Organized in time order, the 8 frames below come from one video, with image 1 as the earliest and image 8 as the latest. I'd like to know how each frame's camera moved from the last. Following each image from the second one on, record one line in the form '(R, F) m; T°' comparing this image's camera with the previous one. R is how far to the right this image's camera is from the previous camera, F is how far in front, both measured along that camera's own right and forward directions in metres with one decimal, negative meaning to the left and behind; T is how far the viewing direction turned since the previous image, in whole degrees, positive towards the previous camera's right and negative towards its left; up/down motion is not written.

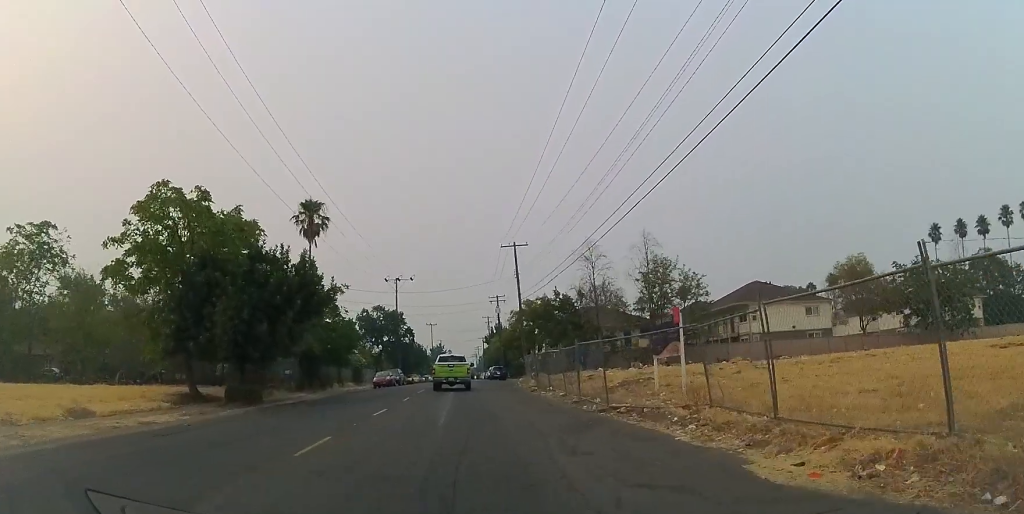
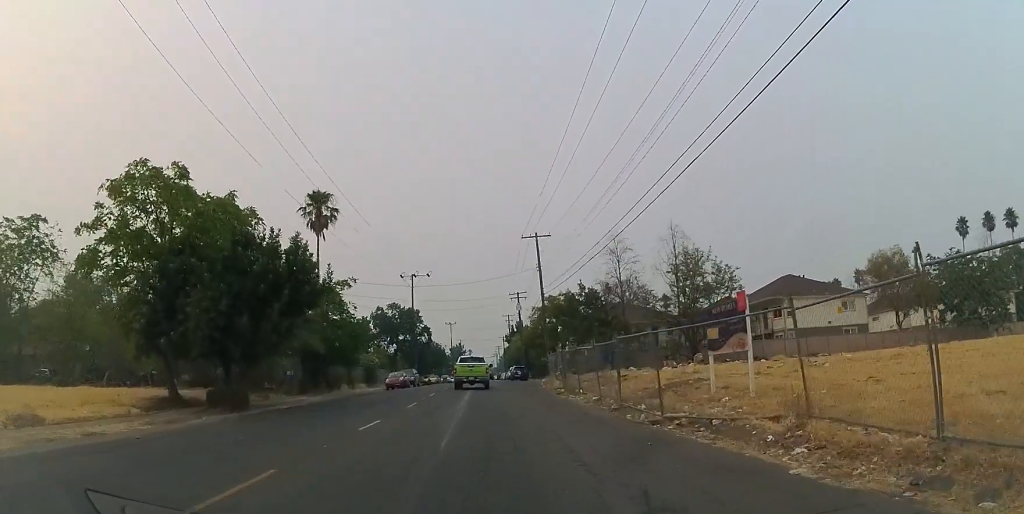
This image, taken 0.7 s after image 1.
(-0.2, +3.4) m; -3°
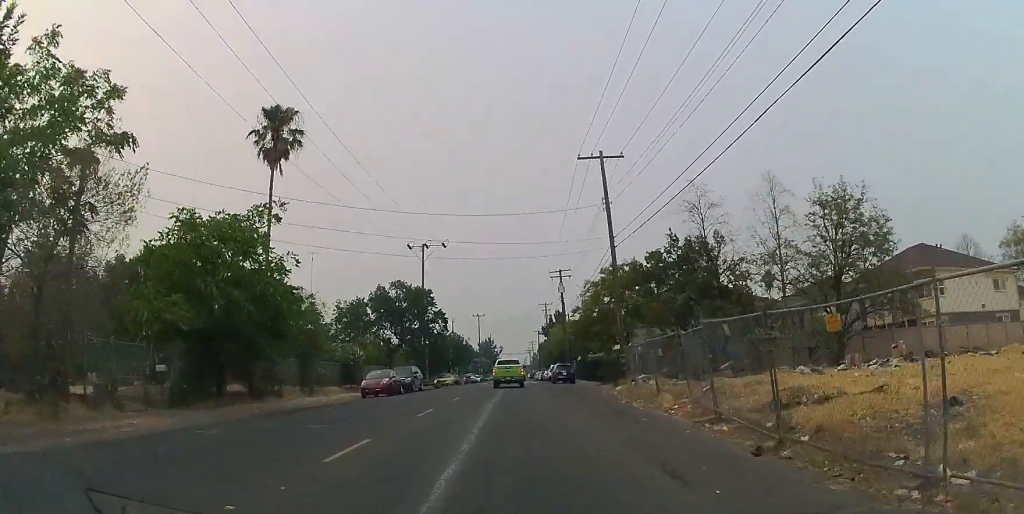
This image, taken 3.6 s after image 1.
(0.0, +17.2) m; 0°
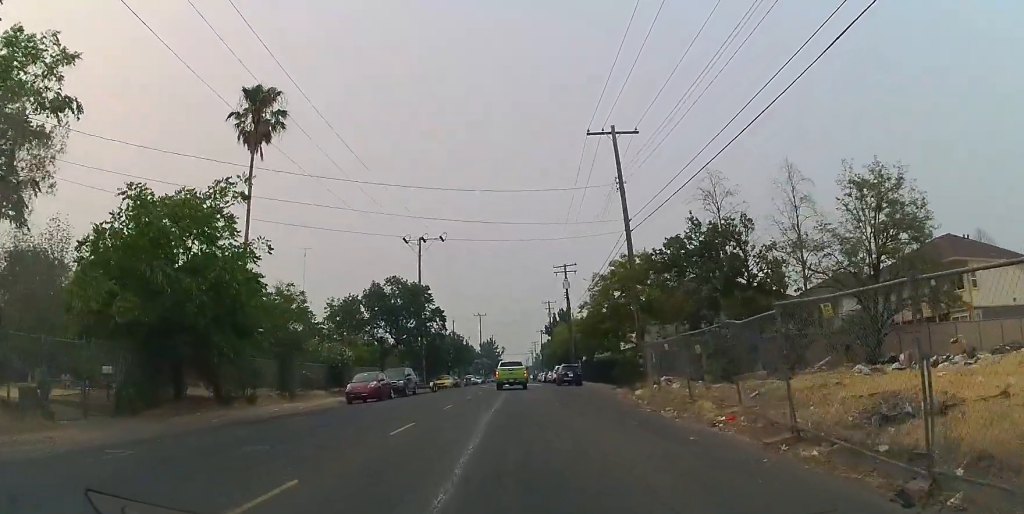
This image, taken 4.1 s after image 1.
(0.0, +3.2) m; 0°
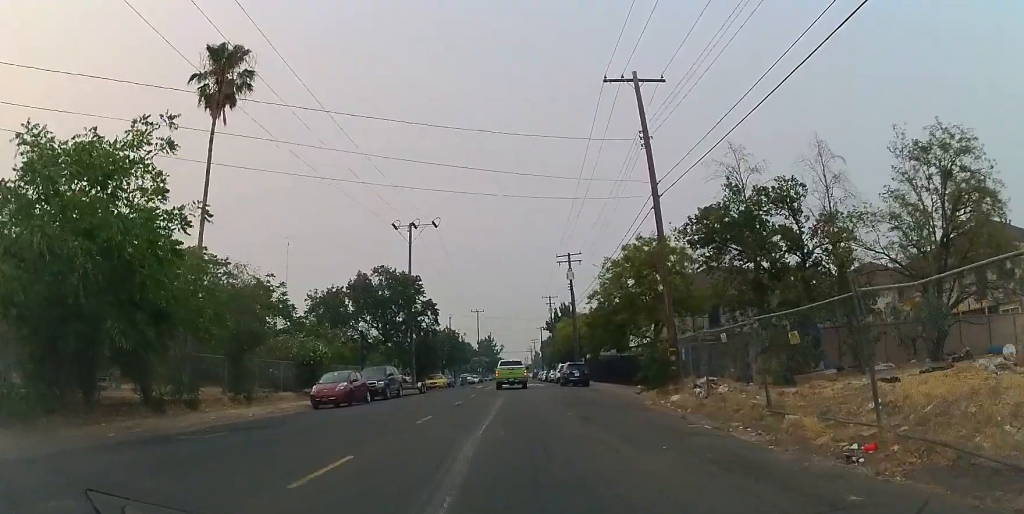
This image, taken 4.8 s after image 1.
(0.0, +4.9) m; 0°
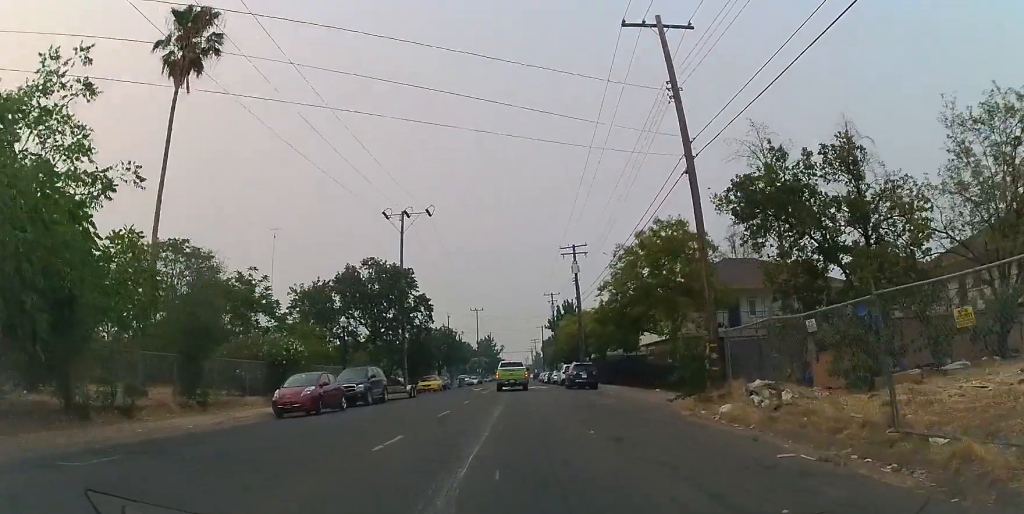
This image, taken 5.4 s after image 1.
(0.0, +4.2) m; 0°
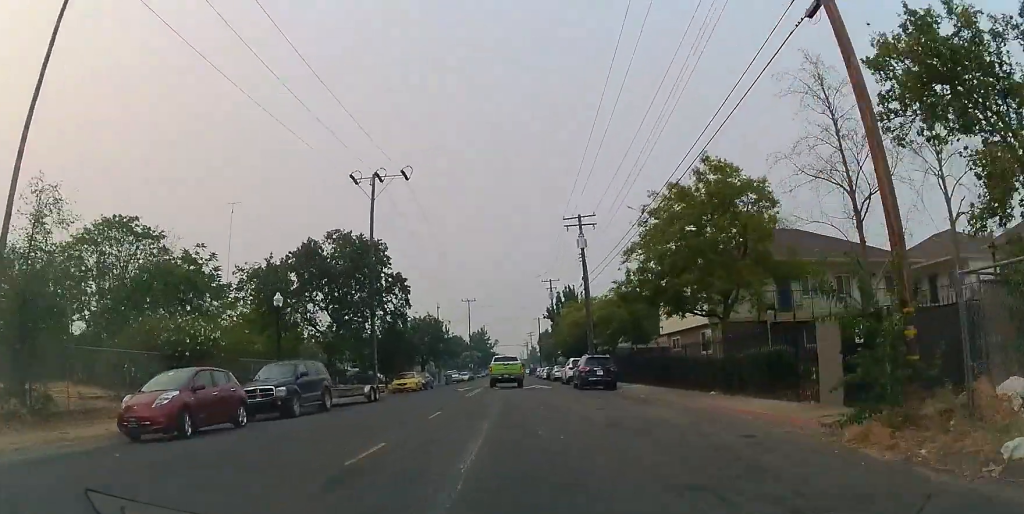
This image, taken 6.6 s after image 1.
(0.0, +8.9) m; 0°
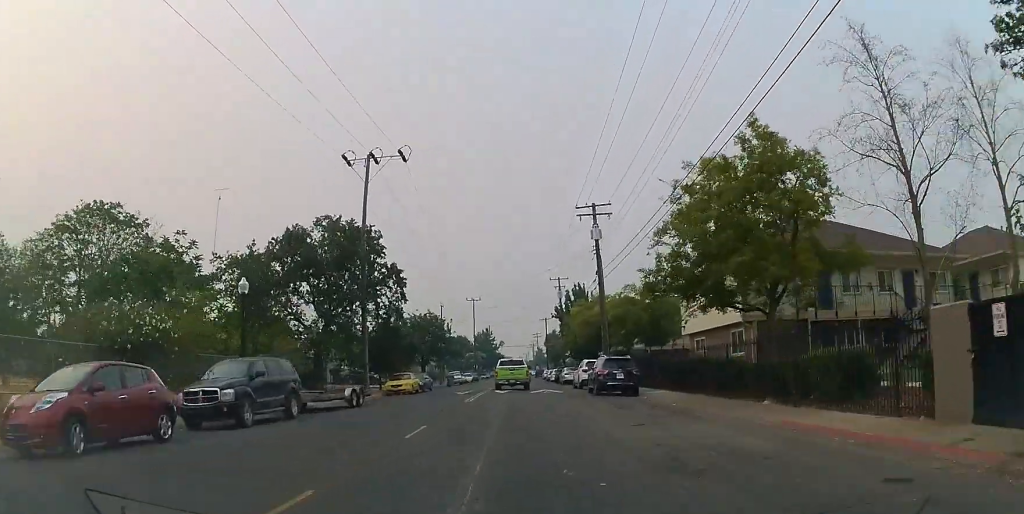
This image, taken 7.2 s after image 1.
(0.0, +3.9) m; 0°
